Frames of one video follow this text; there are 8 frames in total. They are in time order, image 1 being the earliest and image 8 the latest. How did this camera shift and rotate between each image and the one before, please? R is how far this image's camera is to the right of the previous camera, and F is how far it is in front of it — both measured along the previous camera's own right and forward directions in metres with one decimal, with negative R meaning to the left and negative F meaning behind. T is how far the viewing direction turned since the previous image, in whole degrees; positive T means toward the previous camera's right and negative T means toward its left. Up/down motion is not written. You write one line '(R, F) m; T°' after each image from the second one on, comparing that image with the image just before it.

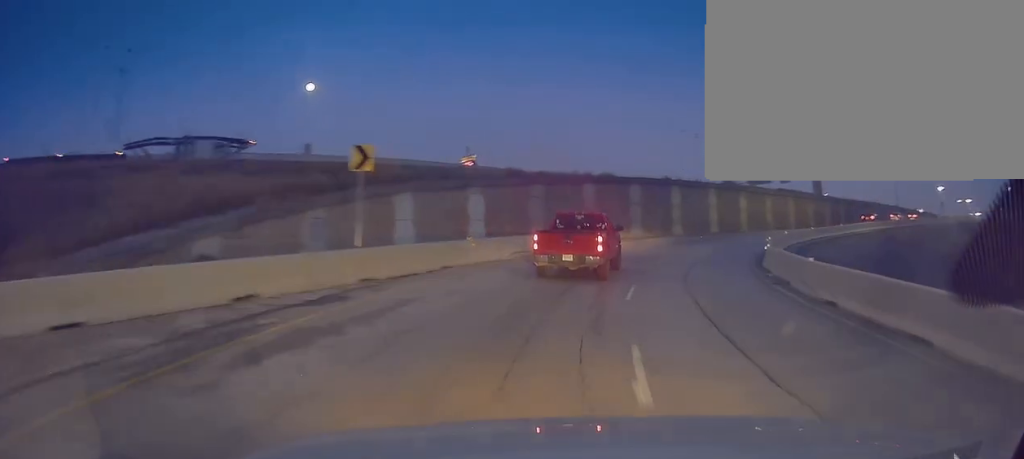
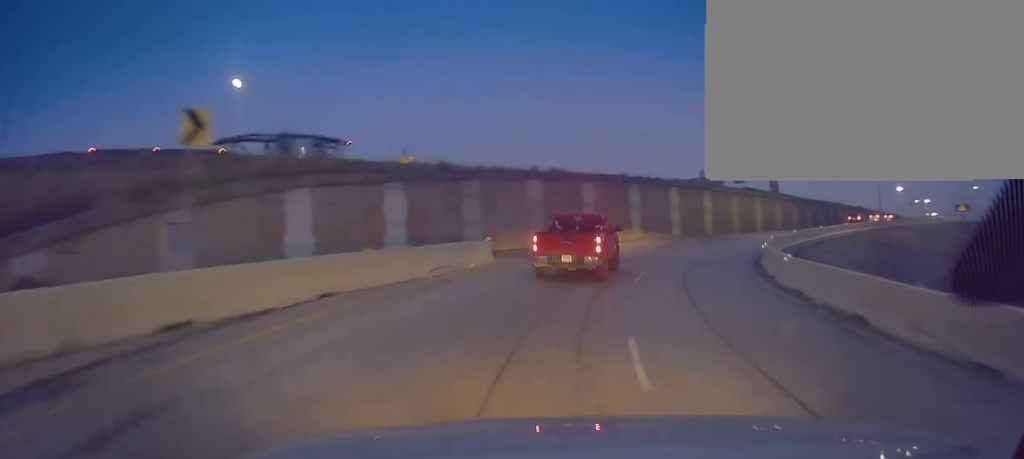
(-0.1, +7.6) m; +1°
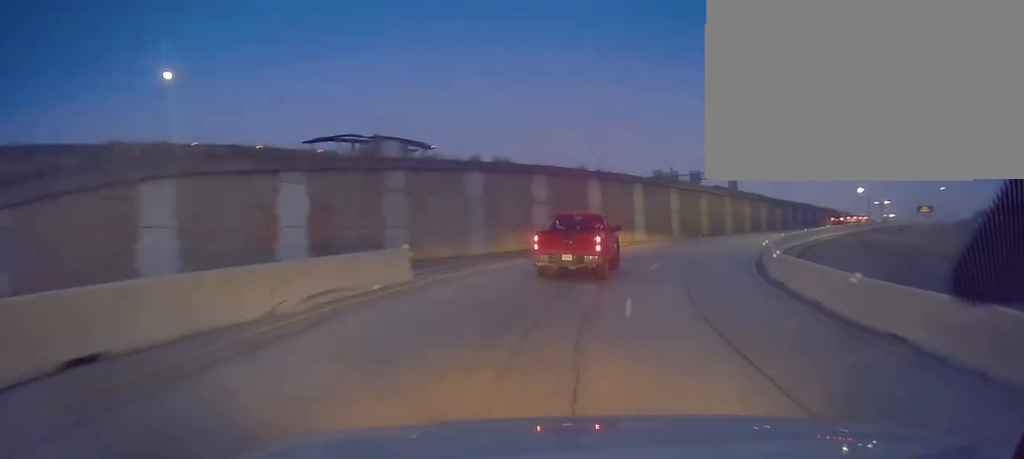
(+0.1, +7.2) m; +4°
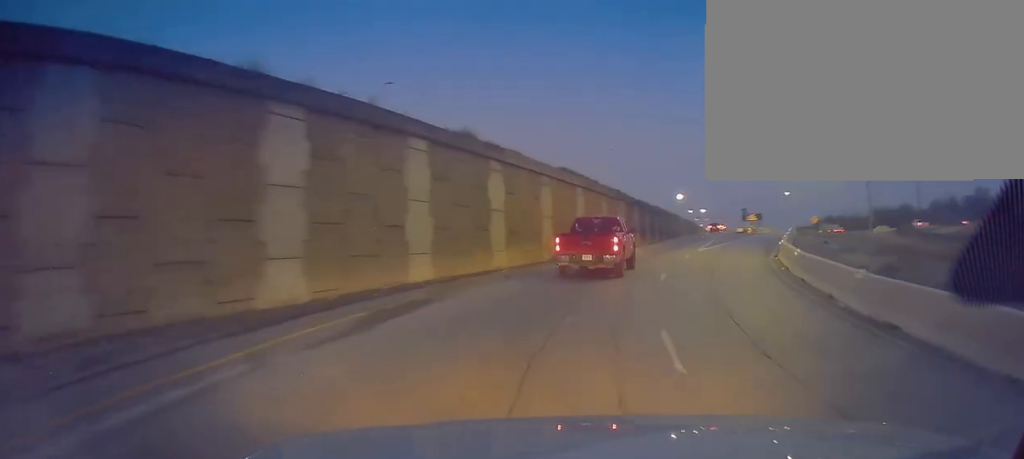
(+5.6, +28.7) m; +22°
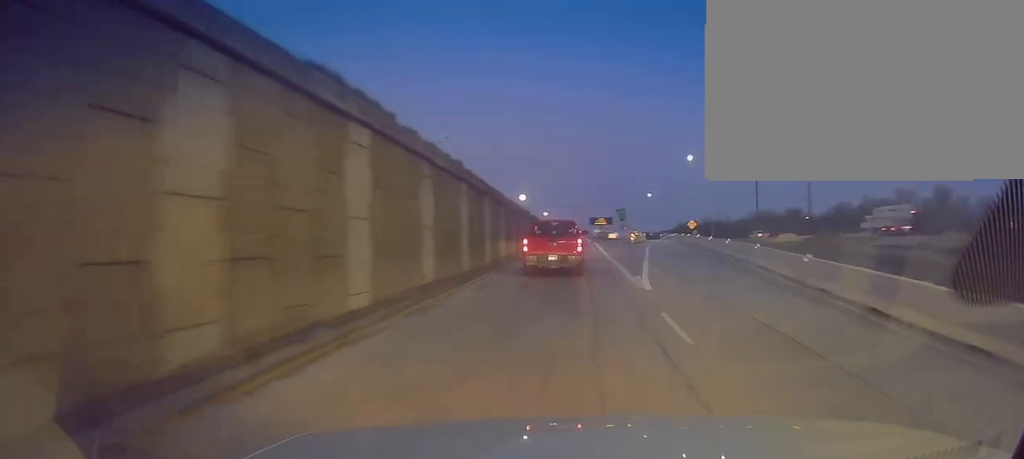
(+2.3, +23.2) m; +15°
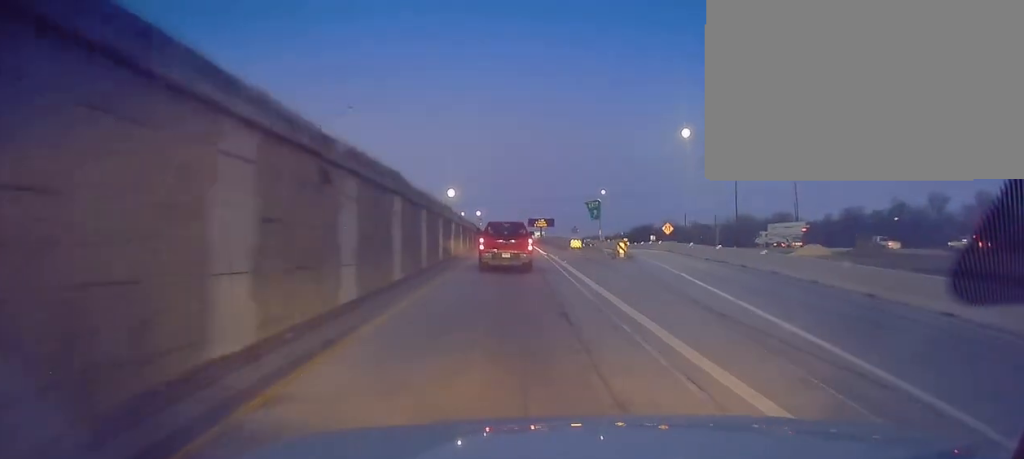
(+4.7, +29.4) m; +13°
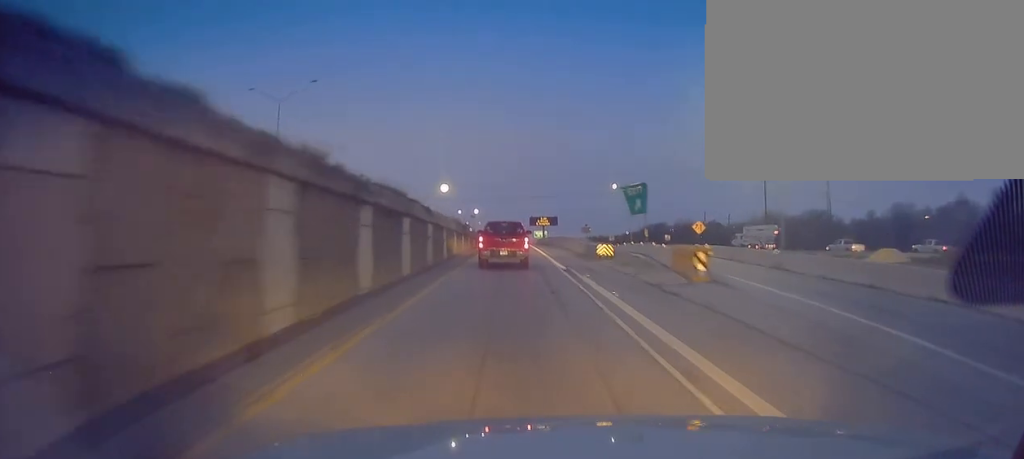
(+0.5, +16.9) m; +2°
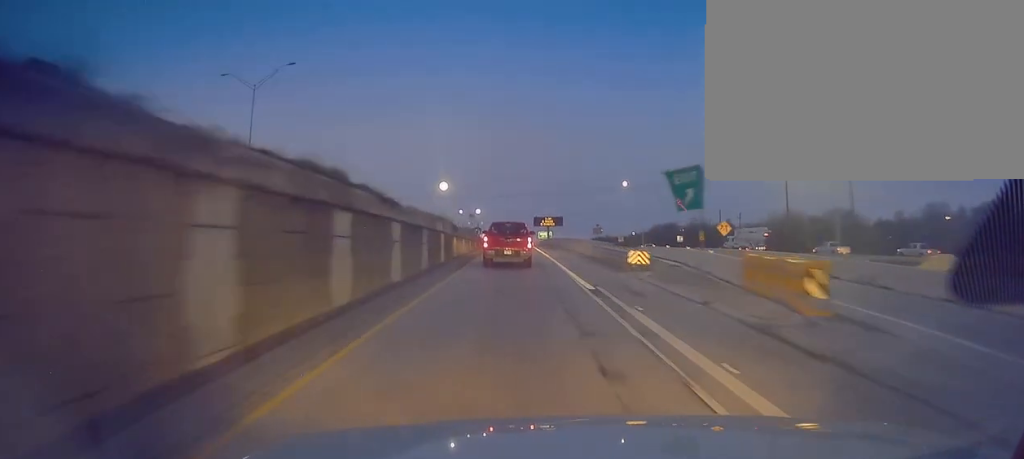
(+0.2, +8.9) m; 0°
